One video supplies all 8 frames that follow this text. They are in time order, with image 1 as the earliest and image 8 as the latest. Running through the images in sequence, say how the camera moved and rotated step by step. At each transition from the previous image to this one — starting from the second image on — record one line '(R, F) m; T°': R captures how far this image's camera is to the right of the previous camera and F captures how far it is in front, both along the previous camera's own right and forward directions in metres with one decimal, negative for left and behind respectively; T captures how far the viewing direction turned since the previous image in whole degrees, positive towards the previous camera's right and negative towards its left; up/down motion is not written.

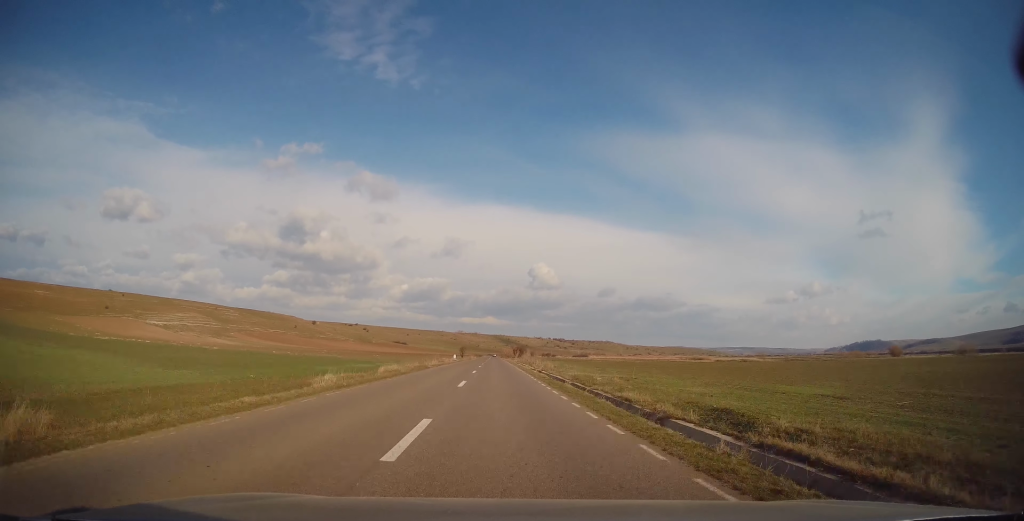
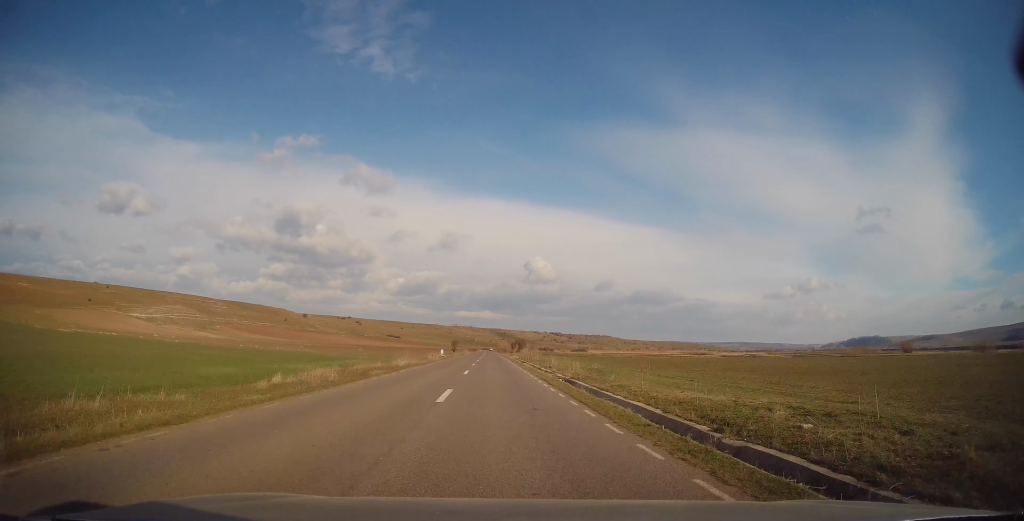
(0.0, +17.8) m; 0°
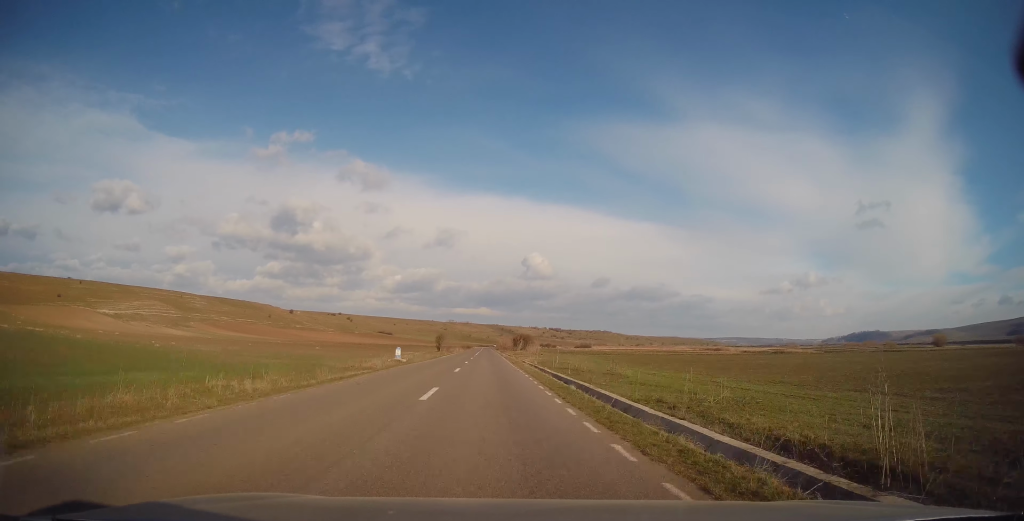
(0.0, +36.4) m; 0°
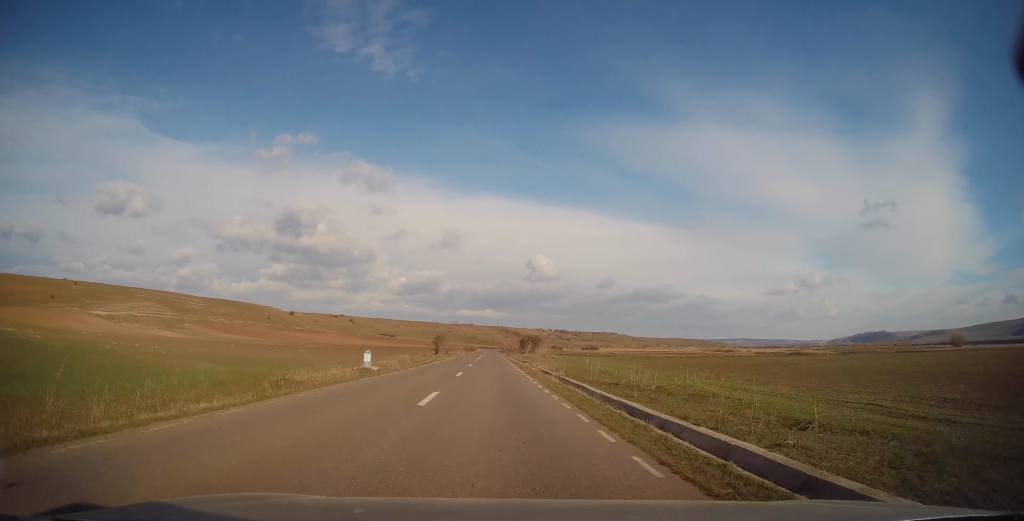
(0.0, +12.9) m; 0°
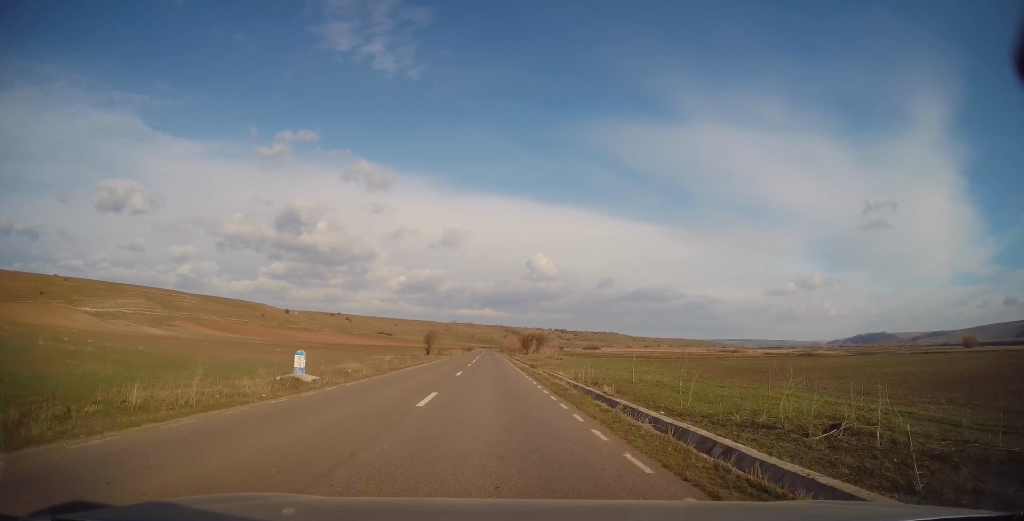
(0.0, +11.1) m; 0°
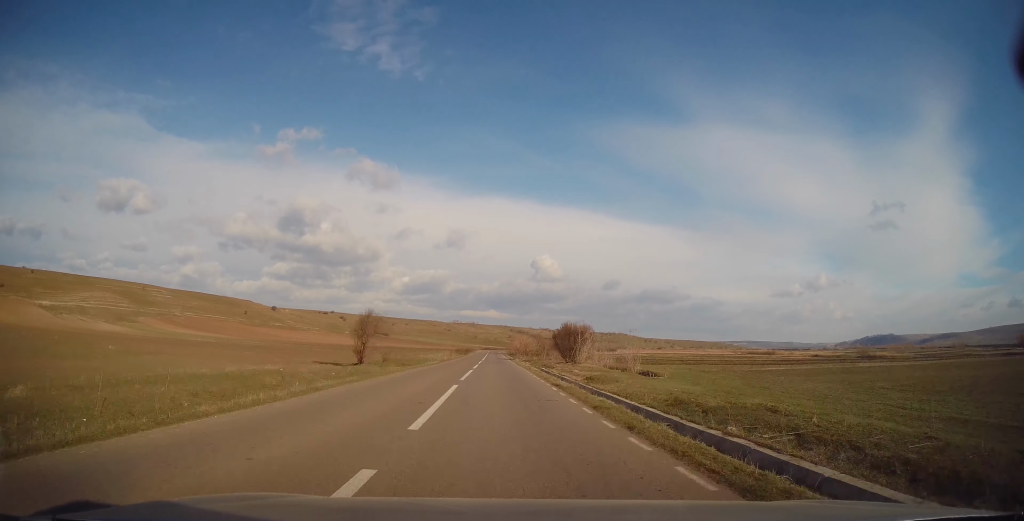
(-0.7, +47.0) m; -1°
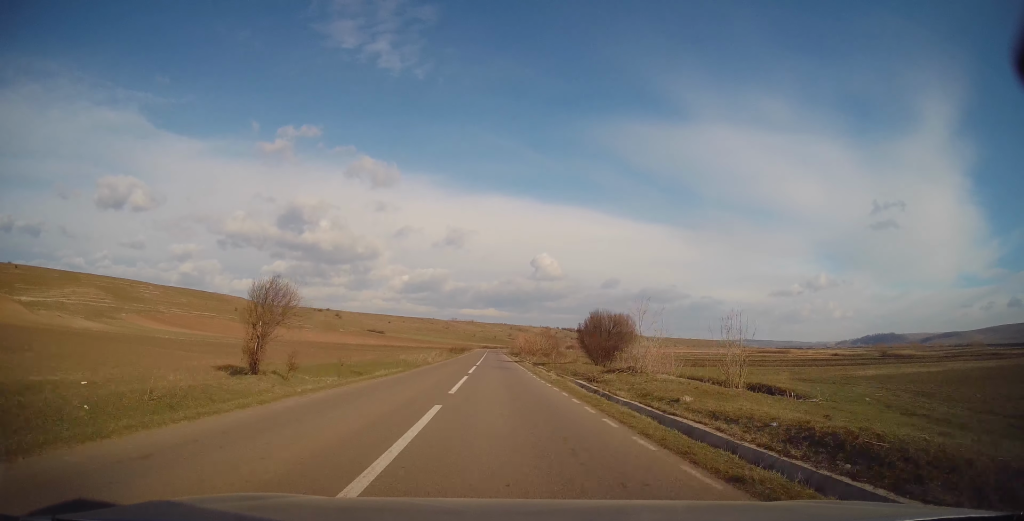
(+0.4, +18.1) m; 0°
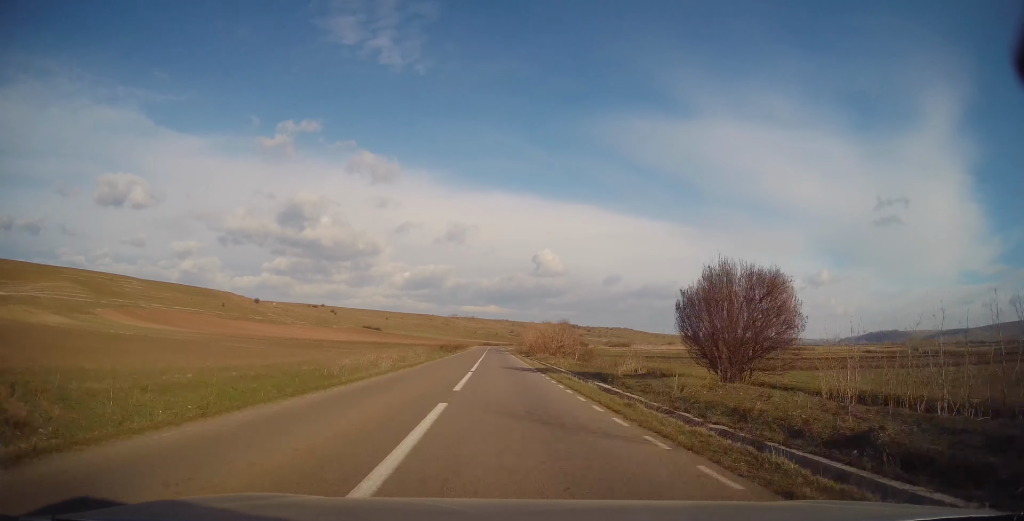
(+0.1, +24.0) m; -1°
